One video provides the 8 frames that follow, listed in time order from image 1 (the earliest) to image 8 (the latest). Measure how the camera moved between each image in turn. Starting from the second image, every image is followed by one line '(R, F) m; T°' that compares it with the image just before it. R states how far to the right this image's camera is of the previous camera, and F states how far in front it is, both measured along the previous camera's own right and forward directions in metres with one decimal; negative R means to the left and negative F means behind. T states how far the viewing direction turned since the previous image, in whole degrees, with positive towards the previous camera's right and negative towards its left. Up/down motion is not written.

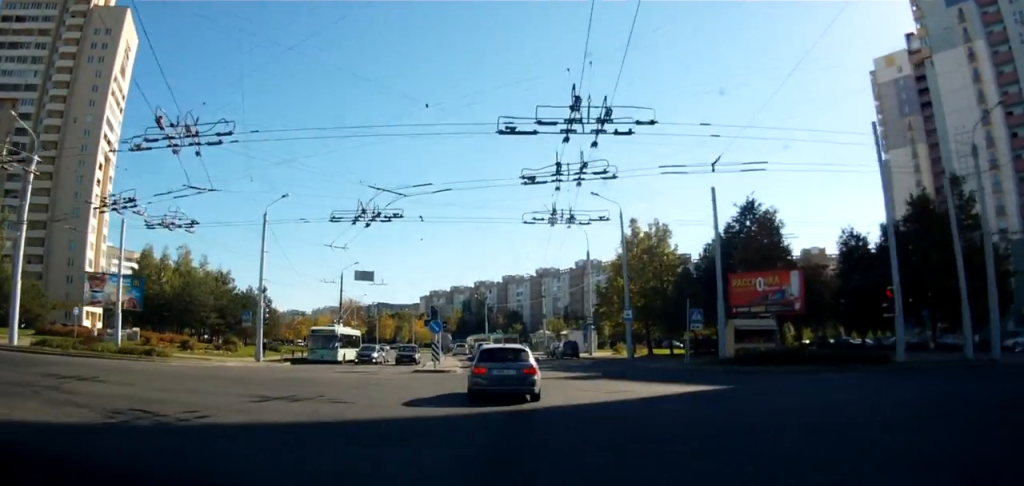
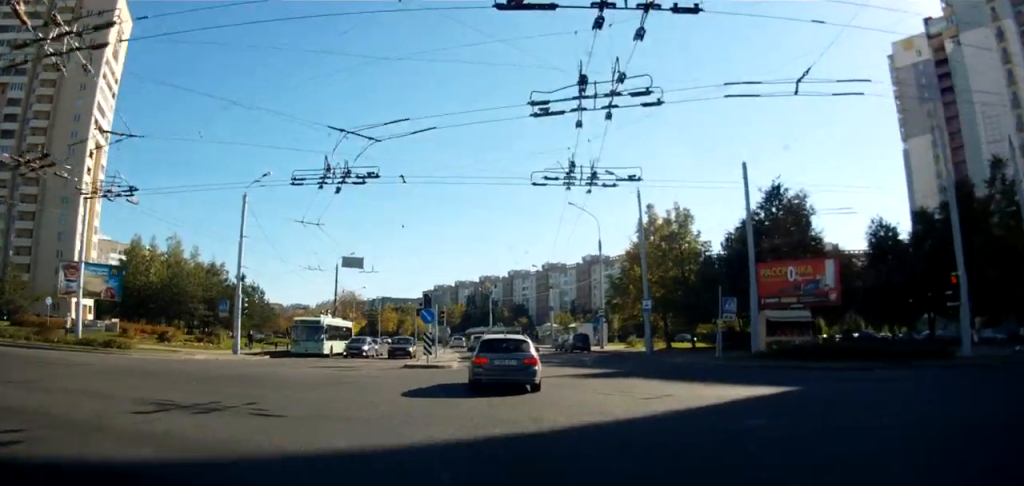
(-0.1, +4.6) m; 0°
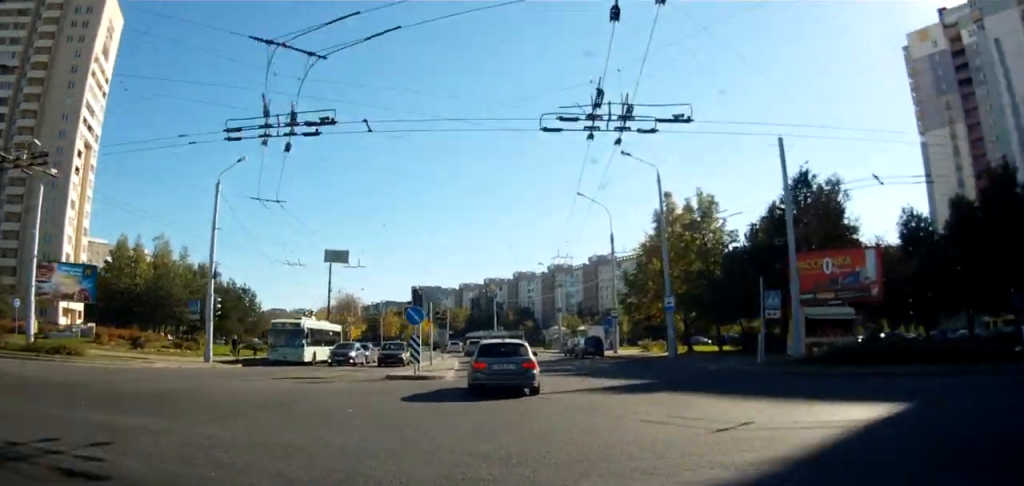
(-0.2, +4.3) m; 0°
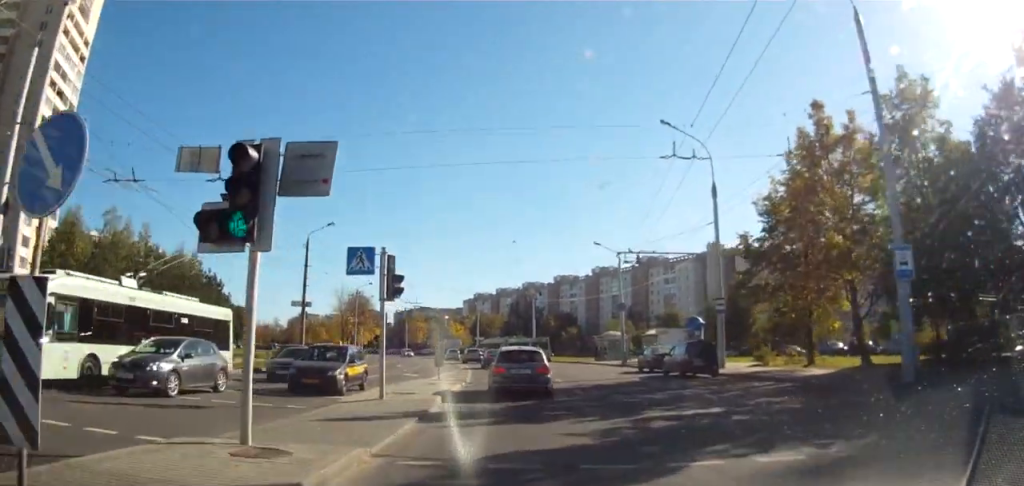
(-0.4, +20.5) m; -4°
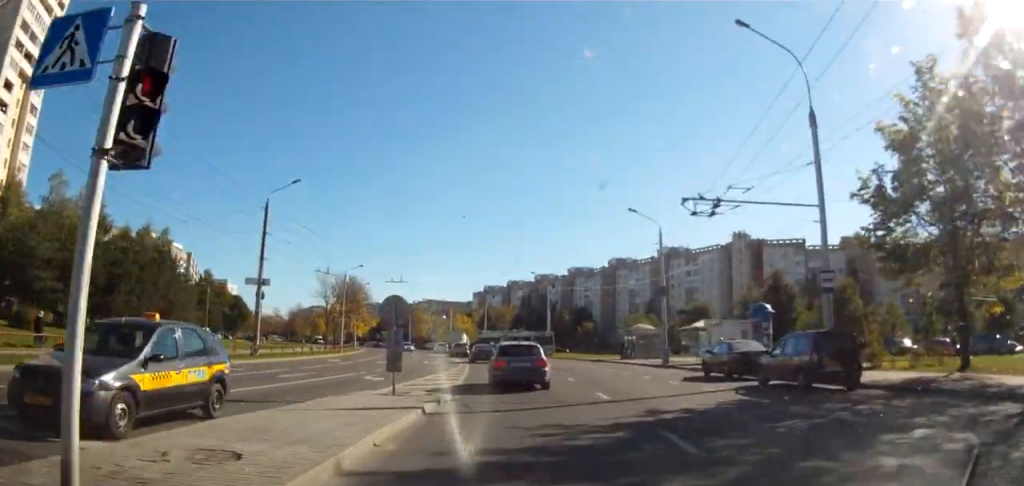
(+0.2, +11.4) m; -1°
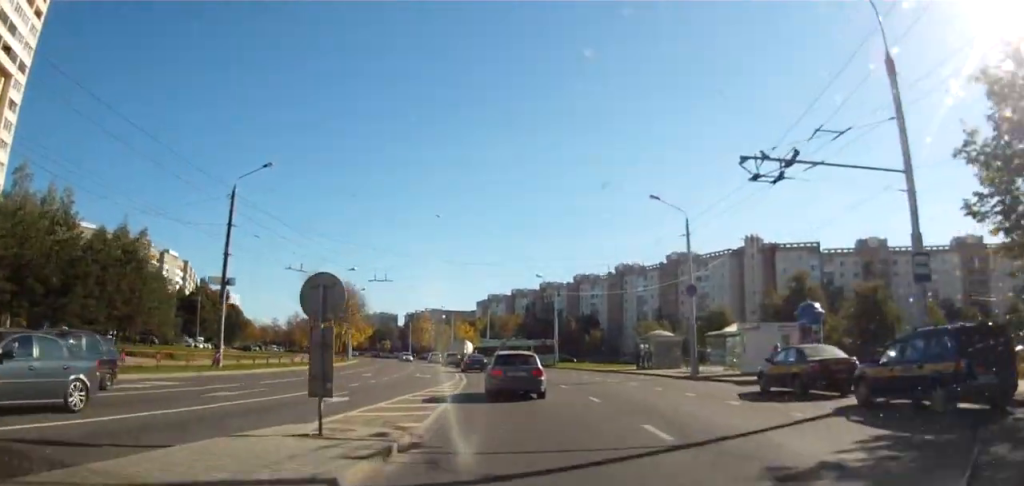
(-0.1, +6.3) m; -1°
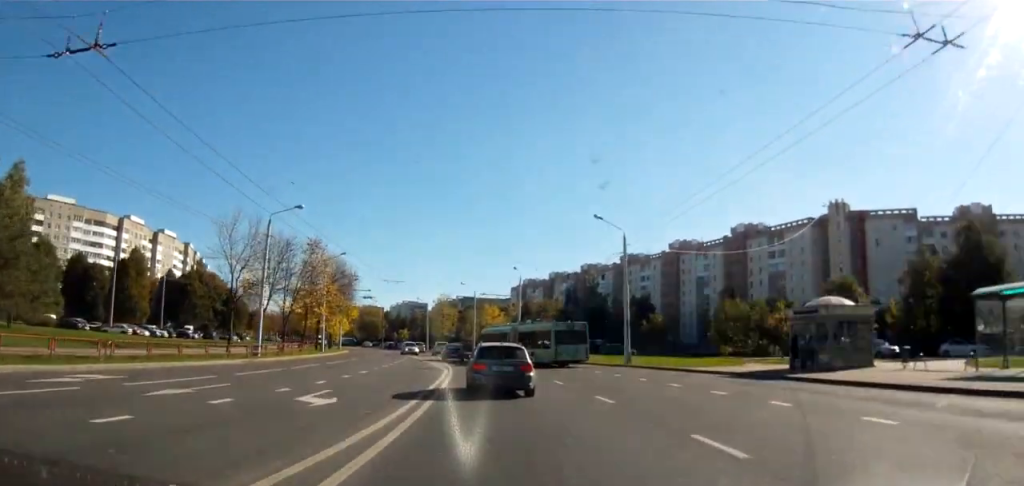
(-0.6, +25.9) m; -1°
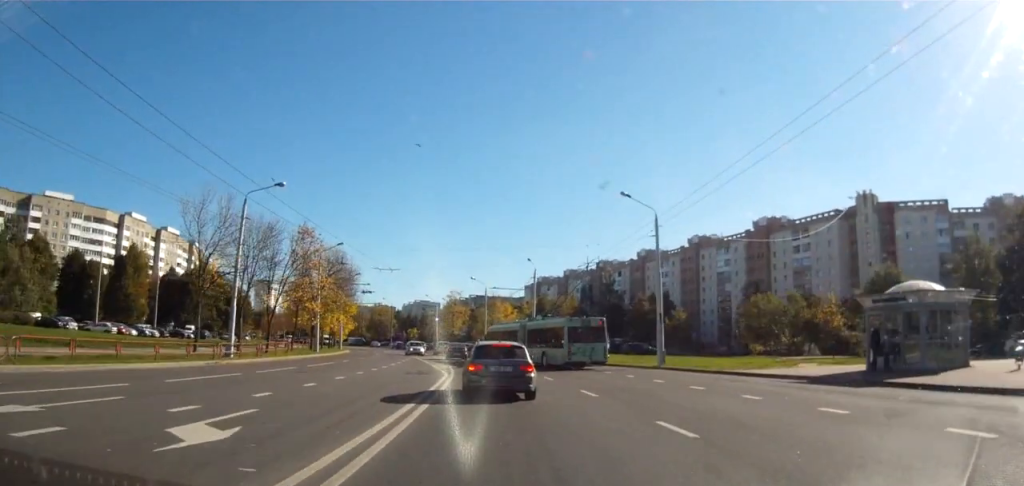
(+0.1, +6.0) m; -1°
